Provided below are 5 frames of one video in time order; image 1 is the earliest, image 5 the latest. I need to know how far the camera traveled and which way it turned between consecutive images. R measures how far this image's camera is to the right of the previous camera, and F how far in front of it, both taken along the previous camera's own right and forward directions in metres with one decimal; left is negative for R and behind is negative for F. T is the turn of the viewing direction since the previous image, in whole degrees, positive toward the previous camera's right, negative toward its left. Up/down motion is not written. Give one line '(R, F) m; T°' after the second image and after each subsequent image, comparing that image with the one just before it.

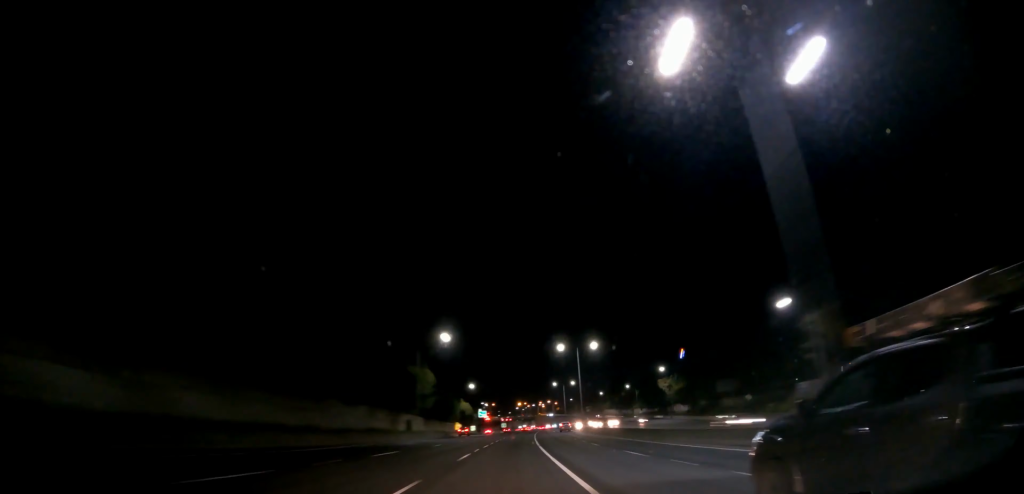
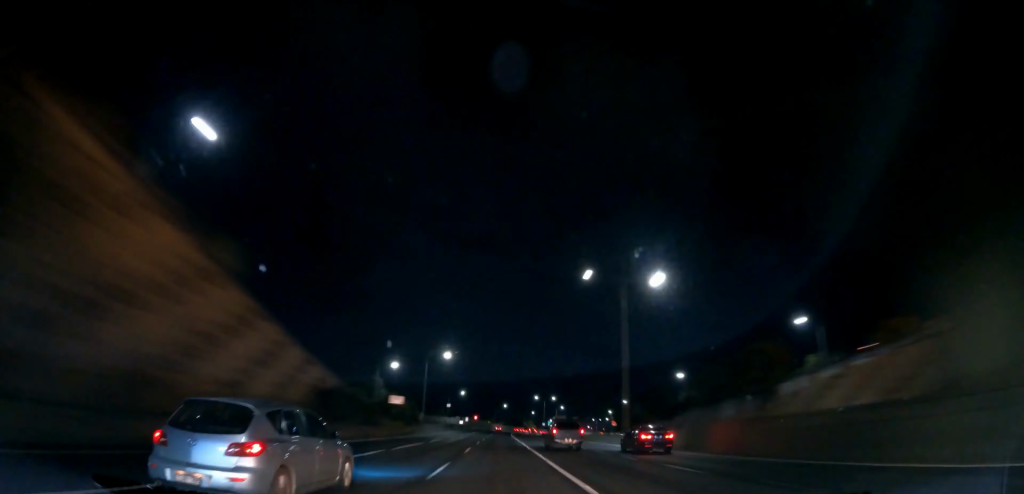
(-0.4, +27.9) m; -3°
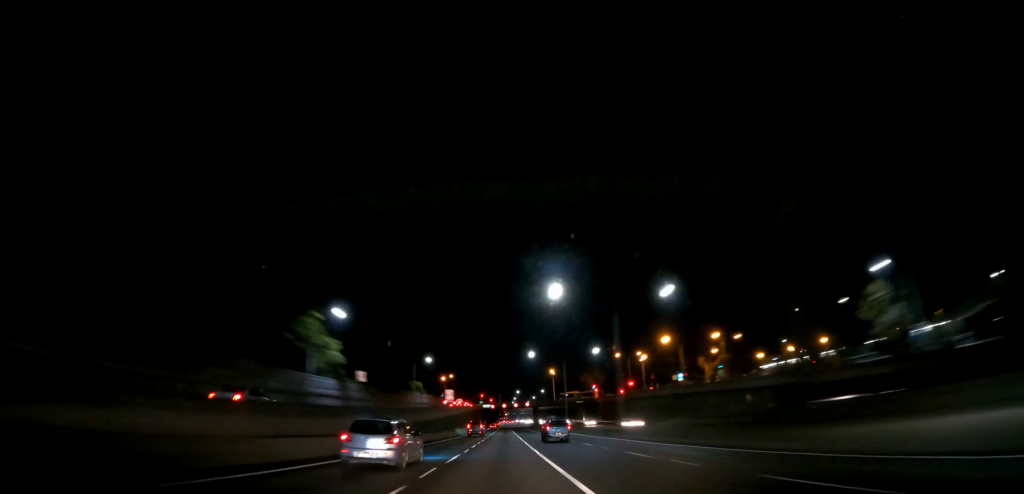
(+1.2, +60.6) m; 0°
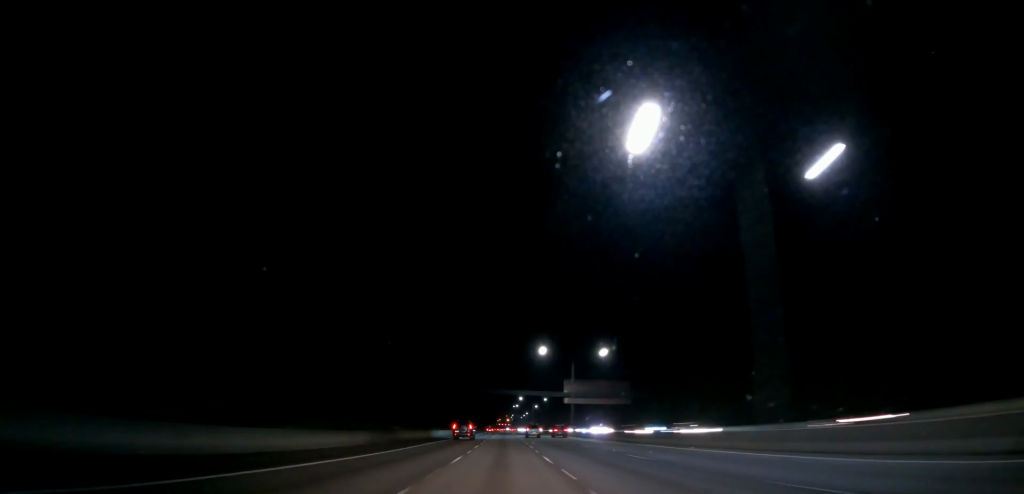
(-0.9, +17.1) m; +1°
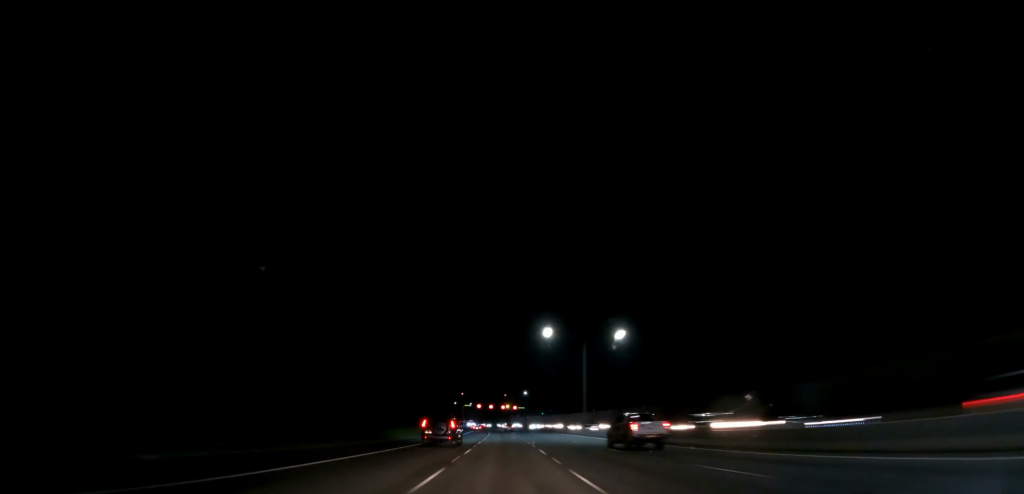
(+1.5, +22.7) m; +4°
